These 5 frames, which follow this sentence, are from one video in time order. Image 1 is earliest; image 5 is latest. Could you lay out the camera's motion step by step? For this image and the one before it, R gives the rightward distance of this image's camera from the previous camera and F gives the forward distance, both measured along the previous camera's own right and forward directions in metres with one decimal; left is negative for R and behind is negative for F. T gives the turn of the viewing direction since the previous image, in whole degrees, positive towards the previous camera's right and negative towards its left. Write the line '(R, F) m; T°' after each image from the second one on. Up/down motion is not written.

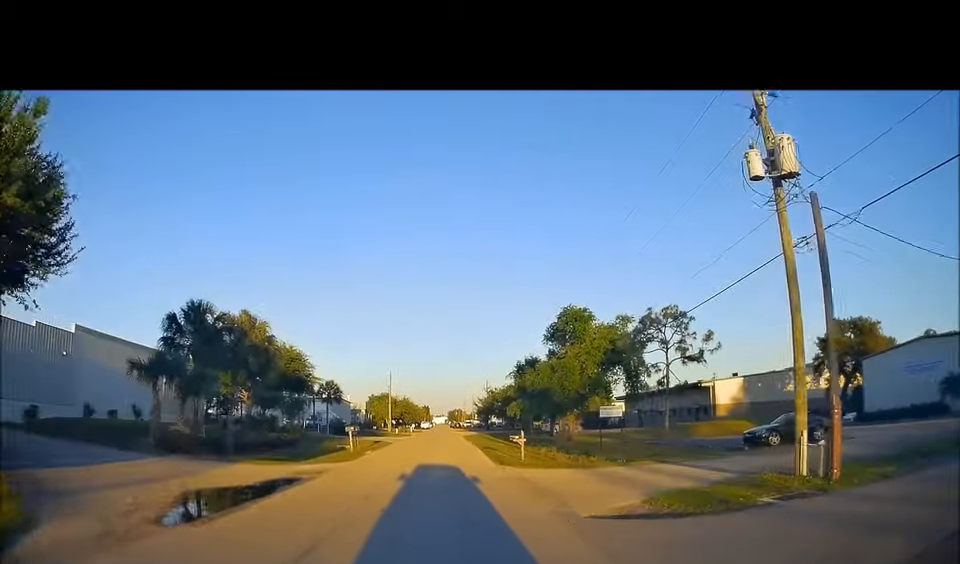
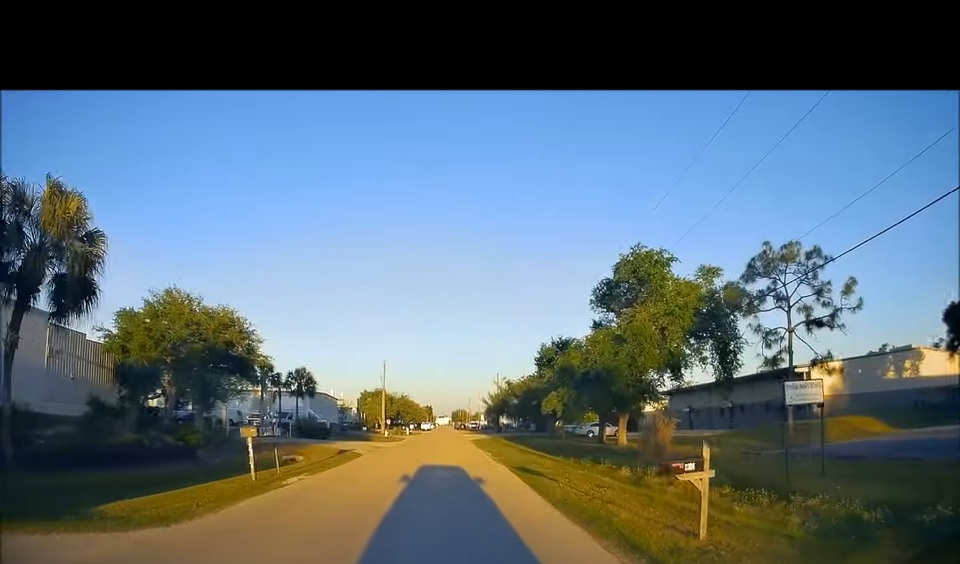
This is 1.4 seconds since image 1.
(0.0, +15.9) m; 0°
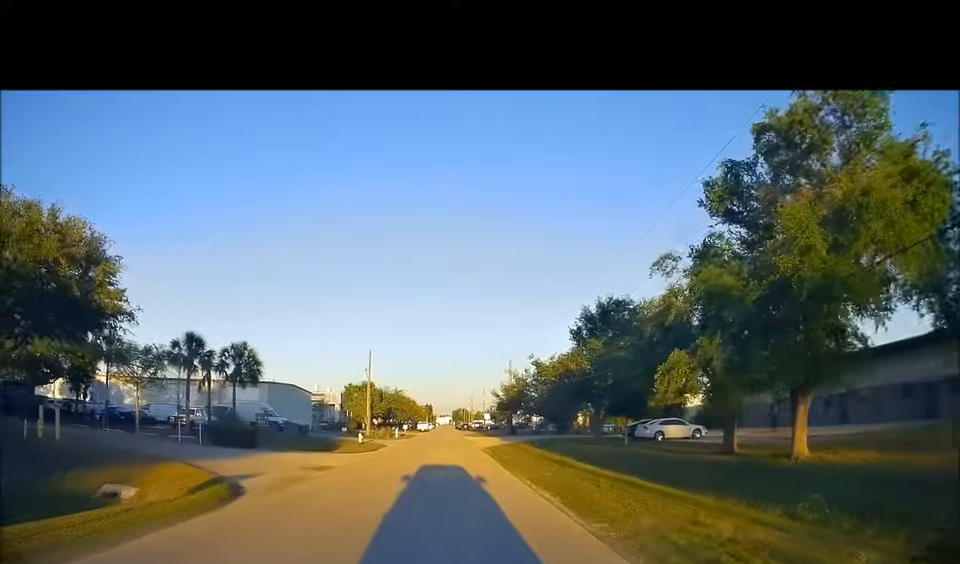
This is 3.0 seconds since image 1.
(0.0, +18.2) m; 0°
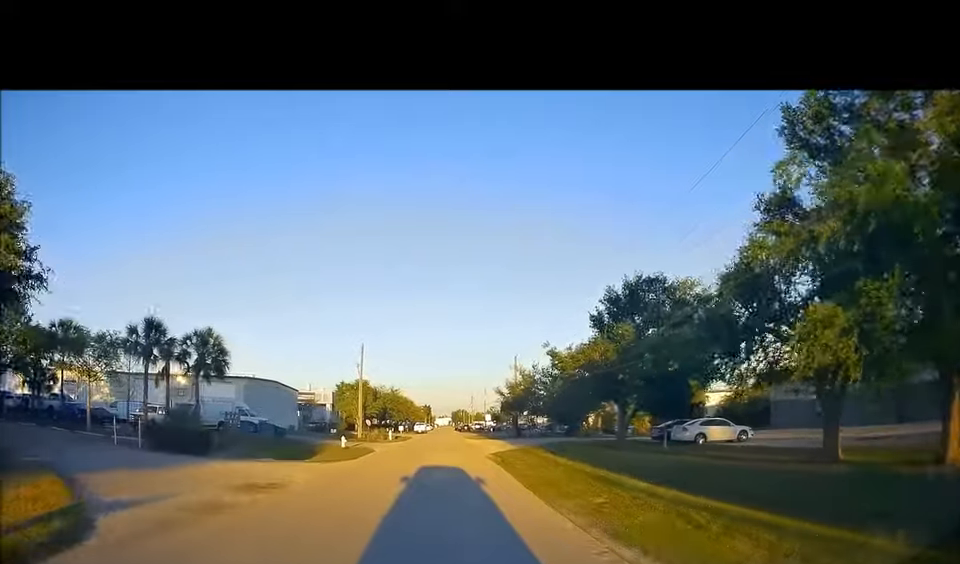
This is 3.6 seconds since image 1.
(0.0, +6.5) m; -2°
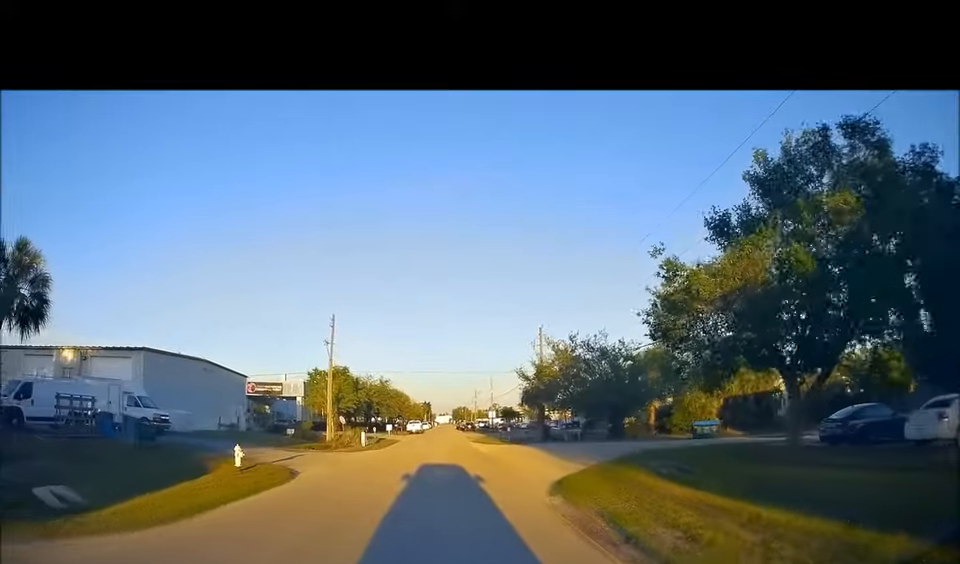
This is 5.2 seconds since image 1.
(-0.6, +18.1) m; -1°
